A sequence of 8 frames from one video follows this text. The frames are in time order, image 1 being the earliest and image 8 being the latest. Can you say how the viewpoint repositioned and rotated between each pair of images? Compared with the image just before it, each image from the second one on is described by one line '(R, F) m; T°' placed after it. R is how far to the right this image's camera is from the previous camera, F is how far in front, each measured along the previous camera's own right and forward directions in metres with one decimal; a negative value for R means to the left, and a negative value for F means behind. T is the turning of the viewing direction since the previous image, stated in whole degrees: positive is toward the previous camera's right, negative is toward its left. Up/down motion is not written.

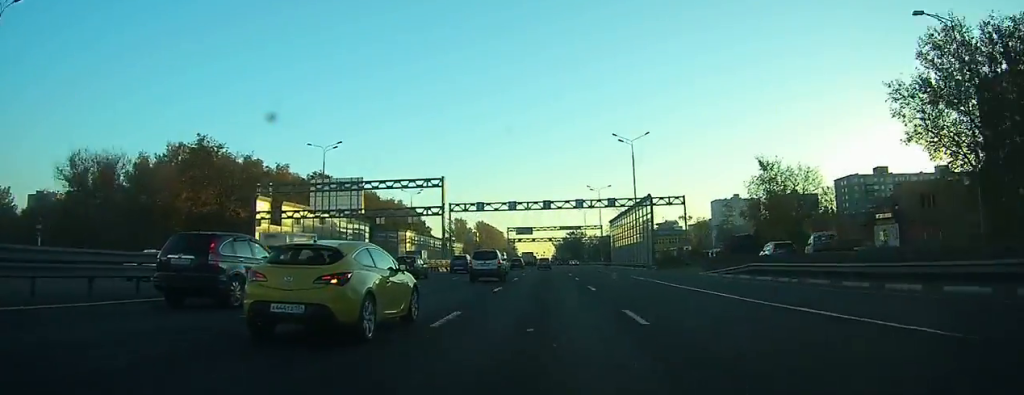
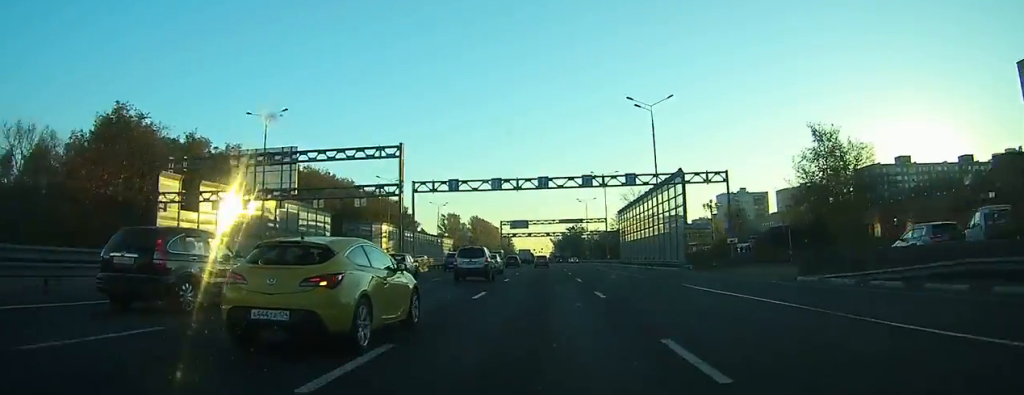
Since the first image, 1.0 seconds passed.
(-0.1, +17.7) m; 0°
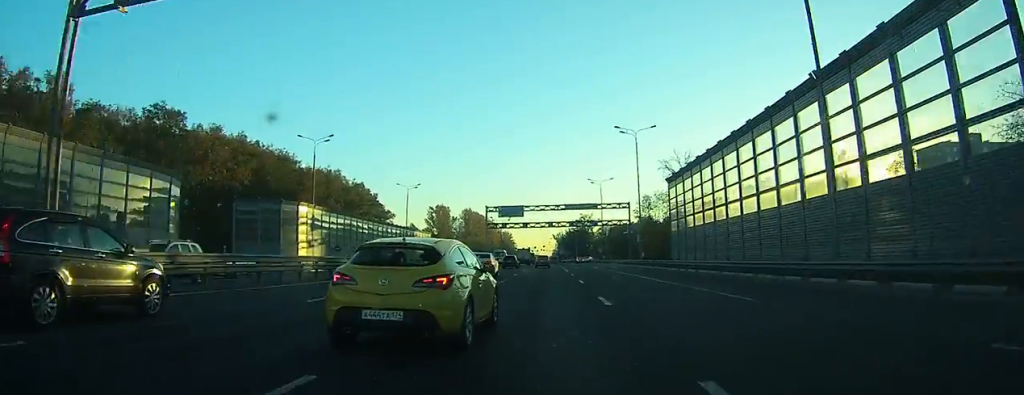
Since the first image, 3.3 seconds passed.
(-0.1, +37.8) m; 0°
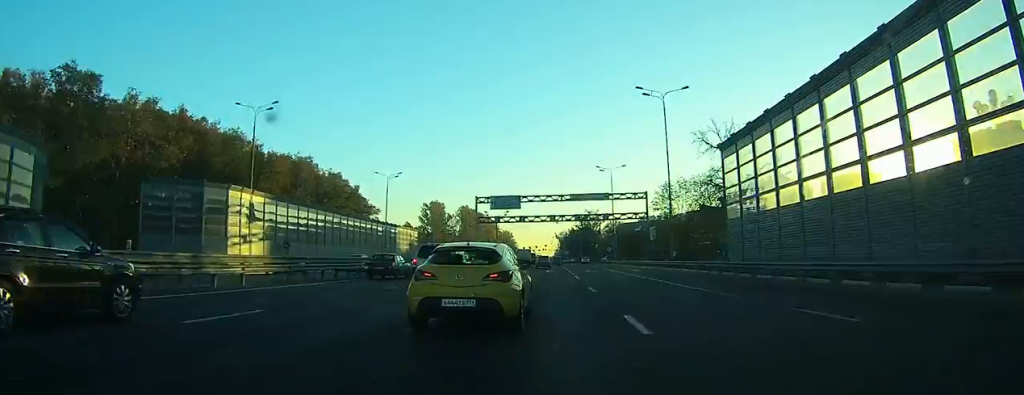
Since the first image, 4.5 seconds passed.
(-0.1, +17.1) m; 0°
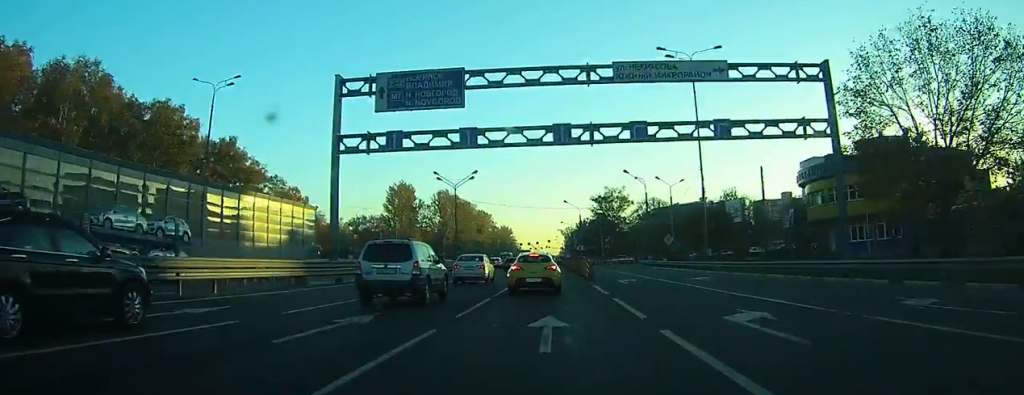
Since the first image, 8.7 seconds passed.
(+0.1, +60.9) m; 0°
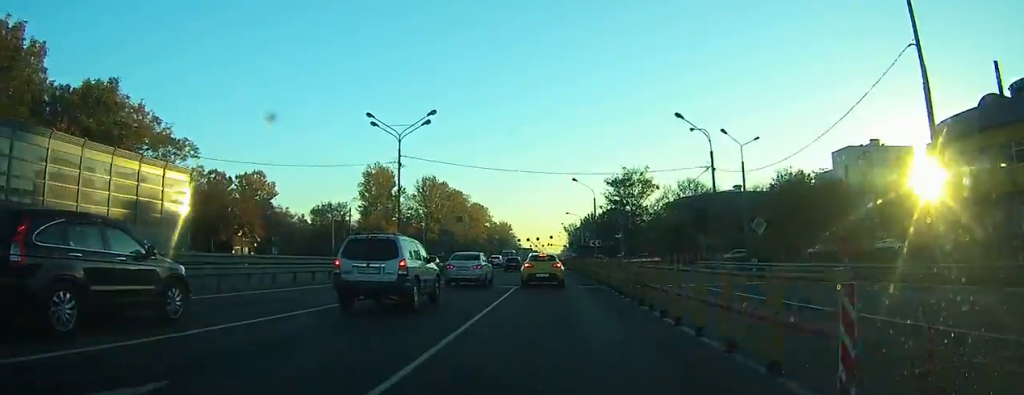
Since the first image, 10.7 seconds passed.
(-0.1, +28.8) m; 0°
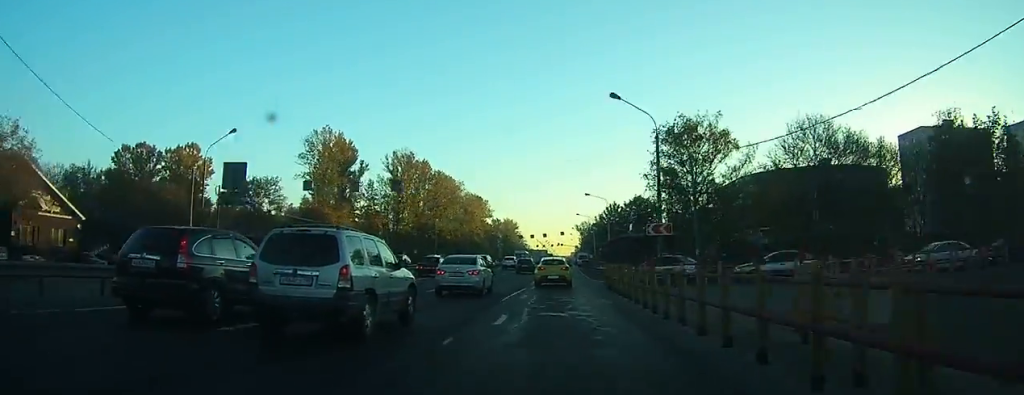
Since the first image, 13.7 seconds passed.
(-0.4, +40.3) m; -1°
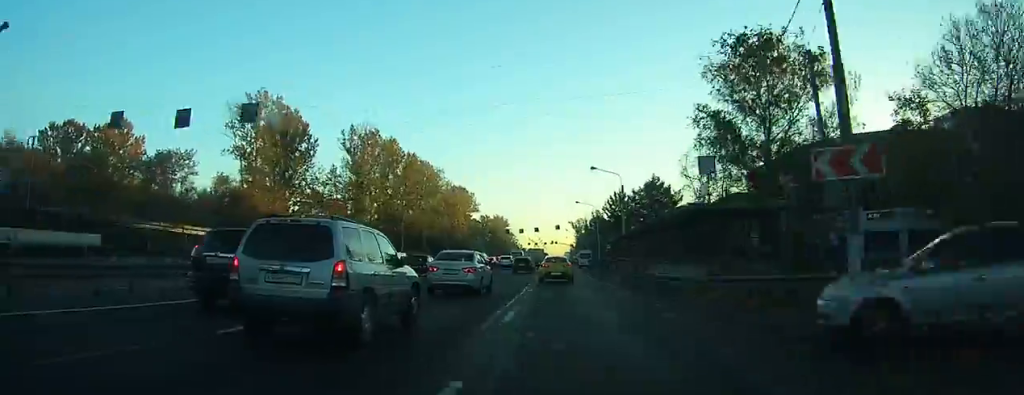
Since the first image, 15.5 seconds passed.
(-0.1, +23.5) m; 0°
